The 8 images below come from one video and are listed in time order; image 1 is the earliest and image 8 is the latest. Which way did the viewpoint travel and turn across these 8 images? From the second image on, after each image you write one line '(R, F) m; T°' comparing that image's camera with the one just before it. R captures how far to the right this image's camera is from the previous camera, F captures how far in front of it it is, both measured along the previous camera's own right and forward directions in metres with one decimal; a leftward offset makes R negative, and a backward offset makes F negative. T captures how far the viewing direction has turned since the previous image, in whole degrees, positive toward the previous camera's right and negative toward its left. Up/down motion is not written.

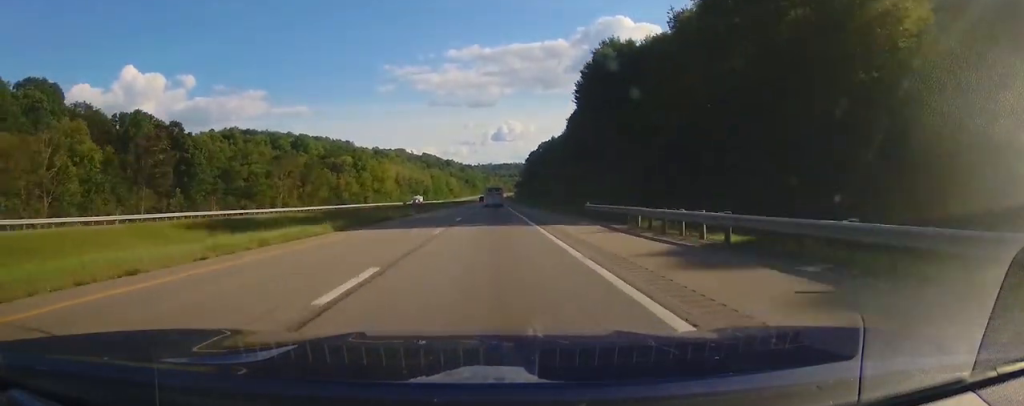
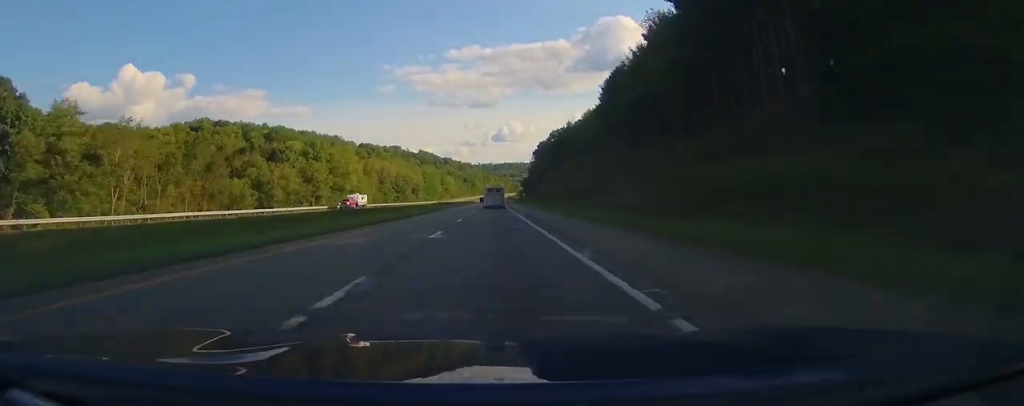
(0.0, +51.5) m; 0°
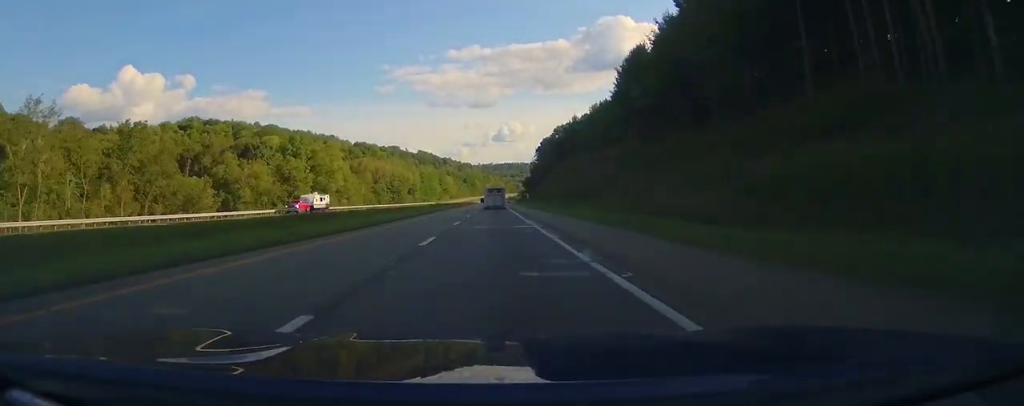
(0.0, +15.1) m; 0°
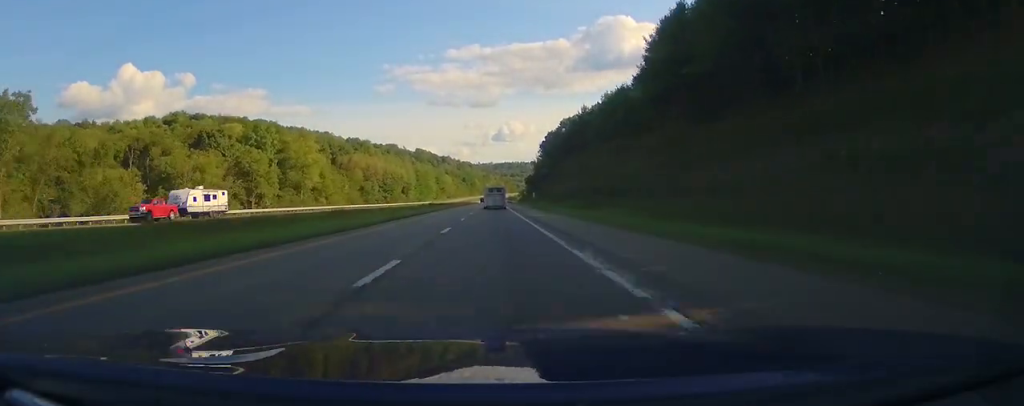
(0.0, +19.7) m; 0°
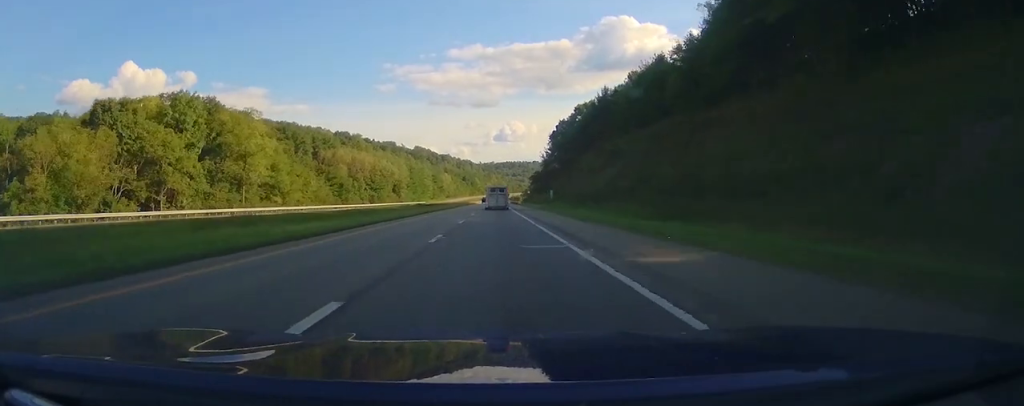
(0.0, +30.0) m; 0°
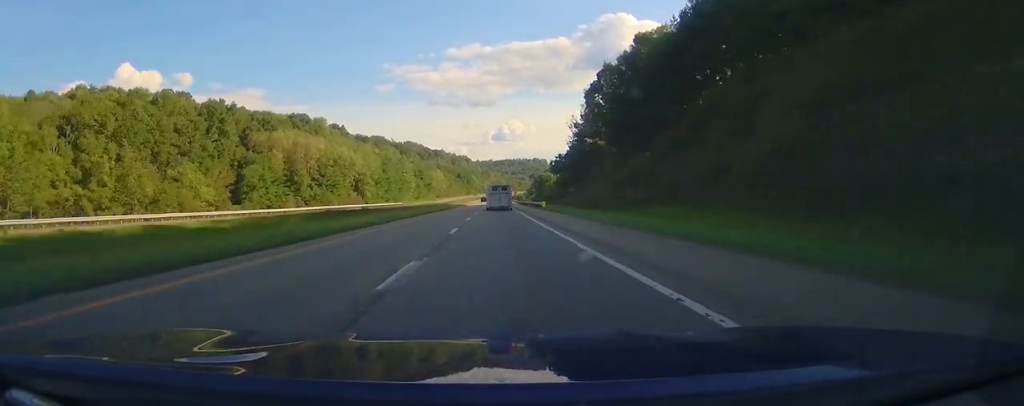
(+0.1, +70.4) m; 0°
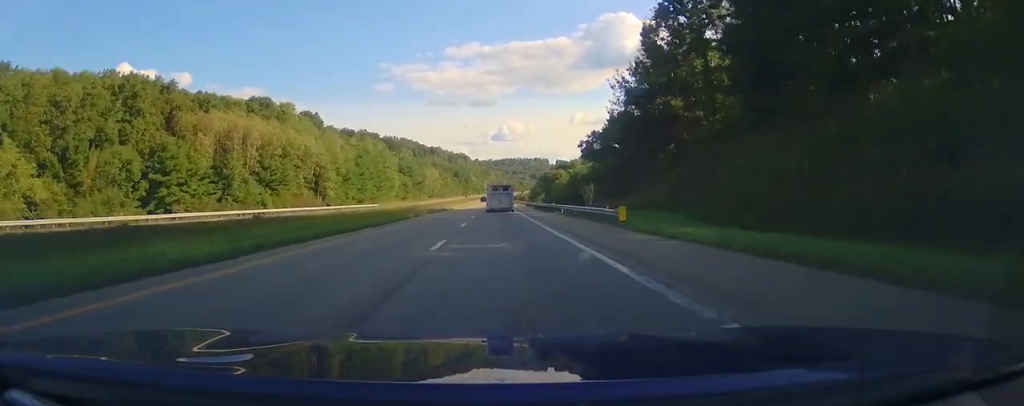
(-0.2, +43.5) m; -1°
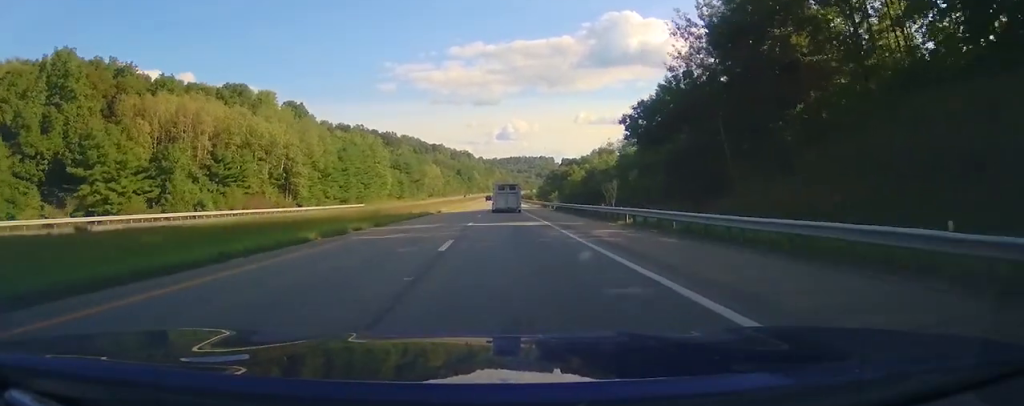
(-0.1, +25.2) m; 0°
